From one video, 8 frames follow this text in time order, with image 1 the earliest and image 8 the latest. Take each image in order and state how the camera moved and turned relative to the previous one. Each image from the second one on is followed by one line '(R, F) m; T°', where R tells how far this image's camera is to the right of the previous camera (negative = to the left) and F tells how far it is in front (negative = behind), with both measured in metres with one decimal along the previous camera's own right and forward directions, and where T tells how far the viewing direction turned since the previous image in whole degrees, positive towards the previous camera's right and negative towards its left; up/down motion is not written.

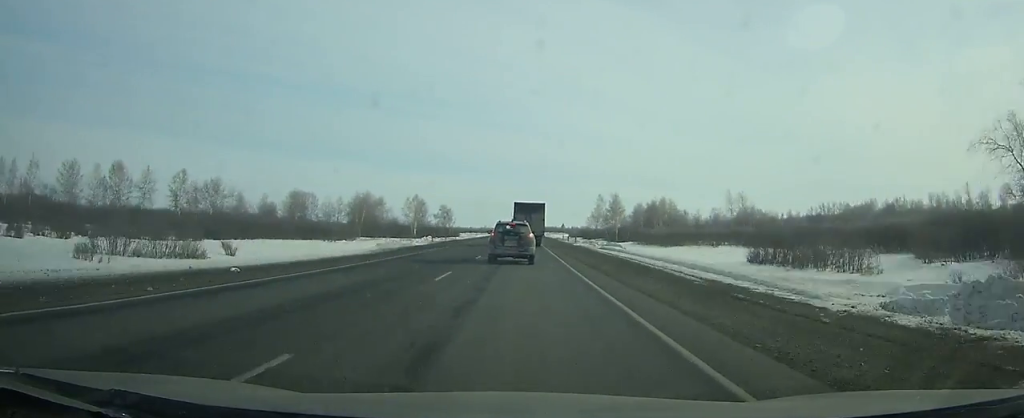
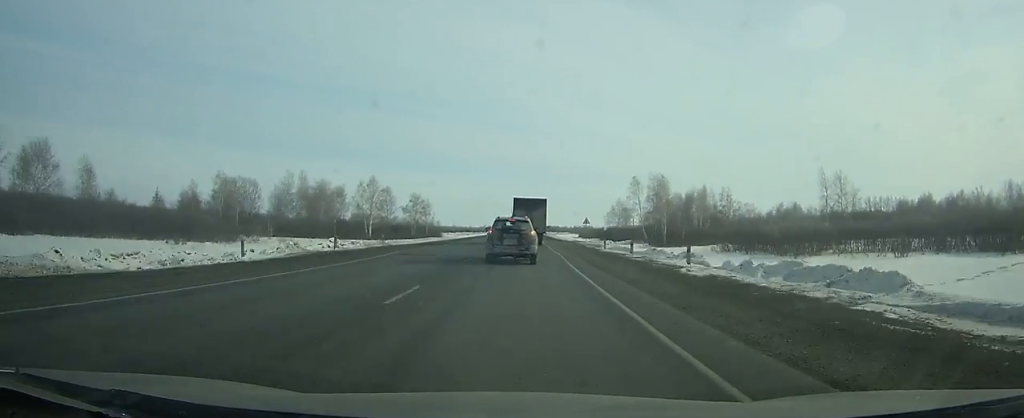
(0.0, +40.3) m; 0°
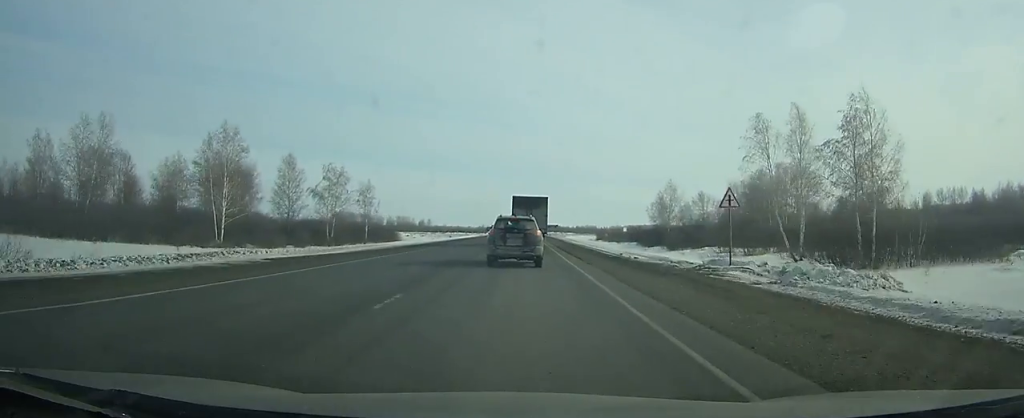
(0.0, +49.7) m; 0°
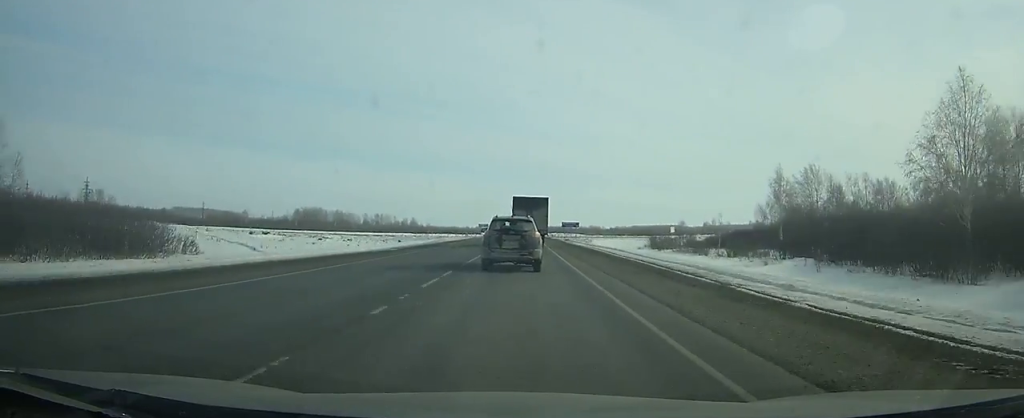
(+0.2, +64.5) m; +1°
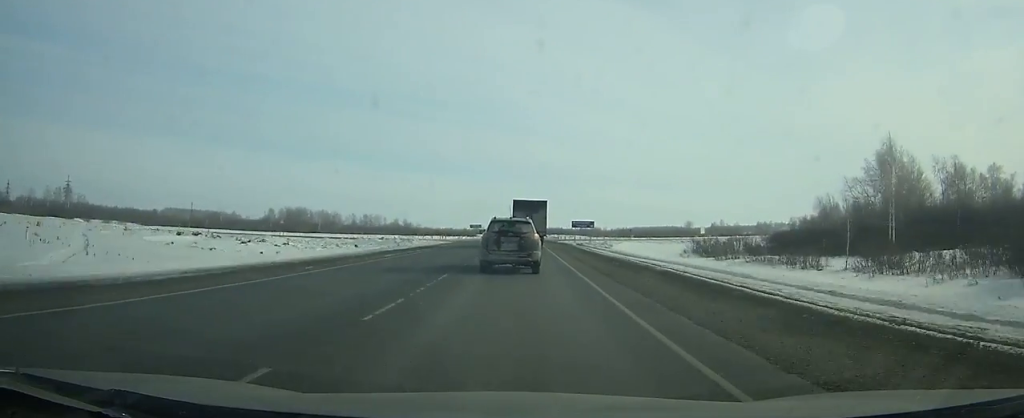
(+0.5, +25.1) m; -1°
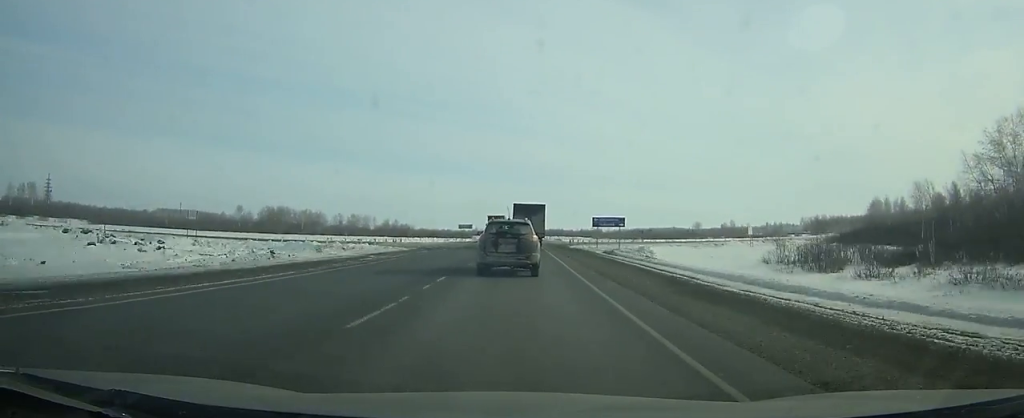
(+0.8, +25.1) m; -1°
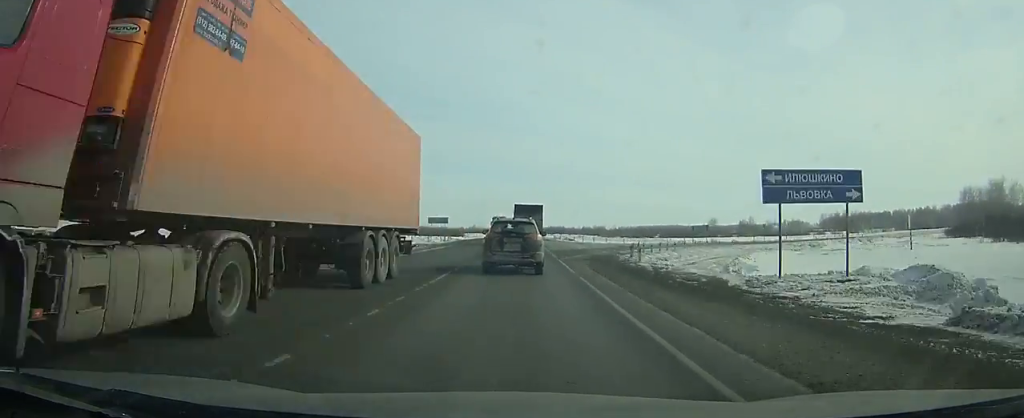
(-1.8, +39.9) m; -1°
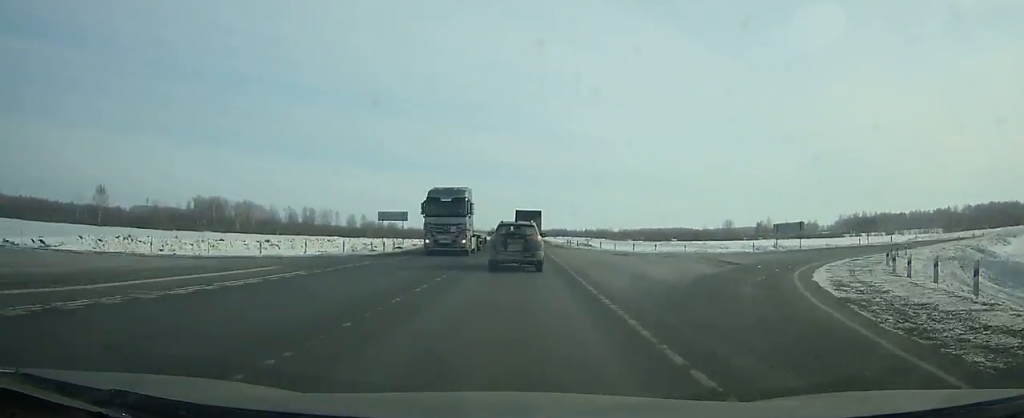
(-0.3, +30.7) m; 0°
